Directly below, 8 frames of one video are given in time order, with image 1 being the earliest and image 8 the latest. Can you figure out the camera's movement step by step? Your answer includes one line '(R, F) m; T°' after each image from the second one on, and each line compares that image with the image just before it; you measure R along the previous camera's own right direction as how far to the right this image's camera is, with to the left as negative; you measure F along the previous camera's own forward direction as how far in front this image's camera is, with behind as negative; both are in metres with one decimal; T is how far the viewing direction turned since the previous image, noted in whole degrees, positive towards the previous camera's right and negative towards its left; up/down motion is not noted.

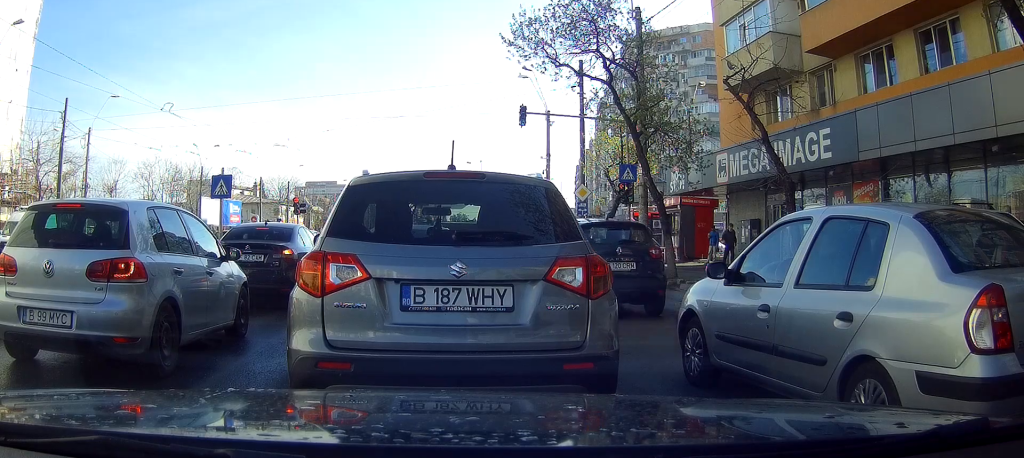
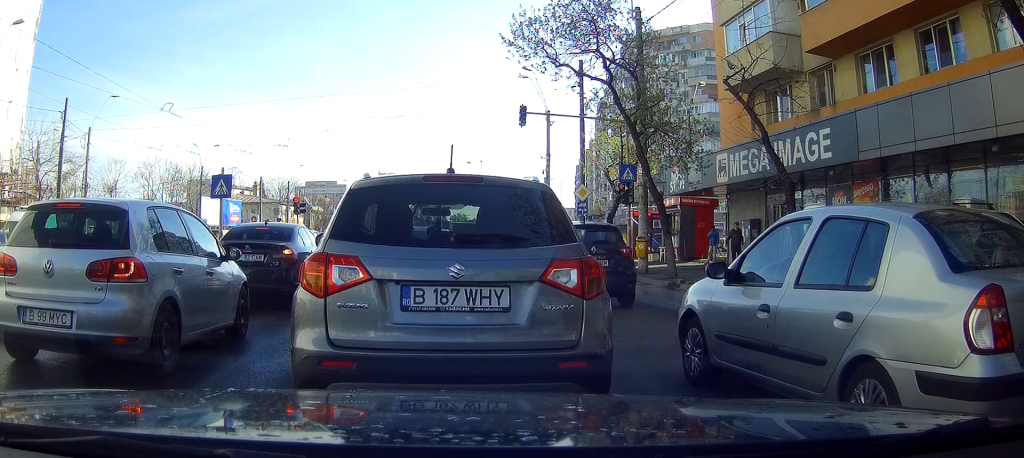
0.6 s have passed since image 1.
(0.0, 0.0) m; 0°
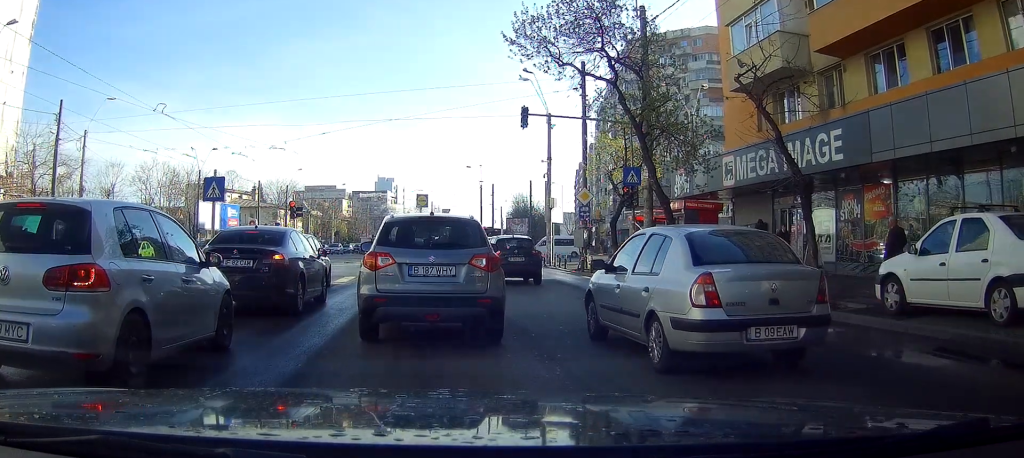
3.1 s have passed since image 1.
(+0.2, +0.3) m; 0°
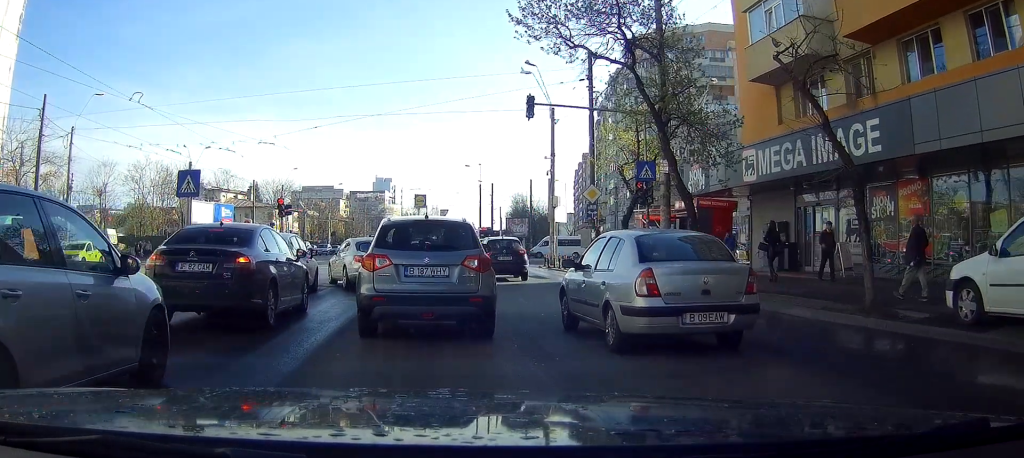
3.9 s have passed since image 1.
(+0.3, +1.3) m; +4°
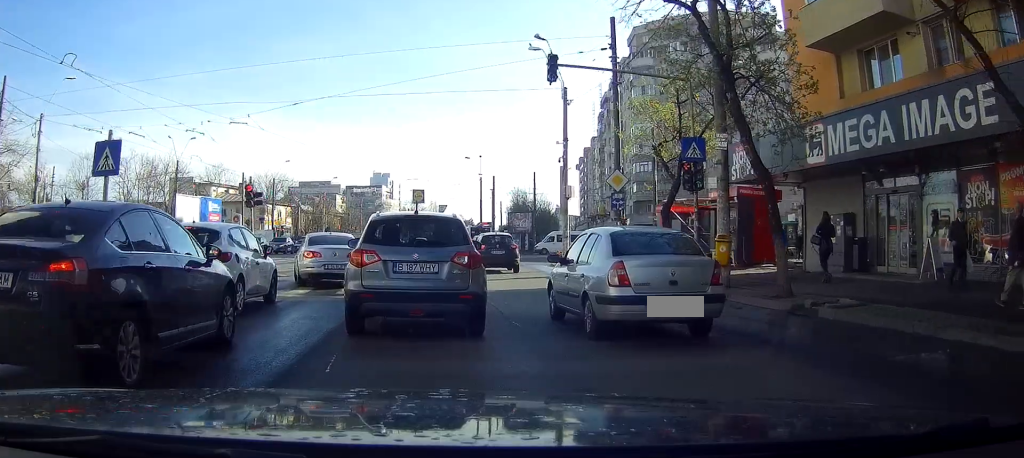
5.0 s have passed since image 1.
(+0.1, +2.4) m; 0°
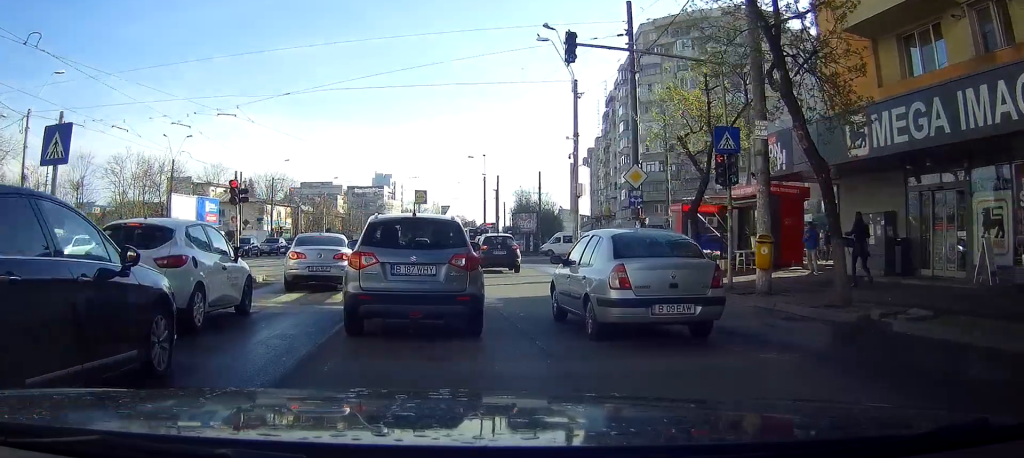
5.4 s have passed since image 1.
(0.0, +1.1) m; -2°
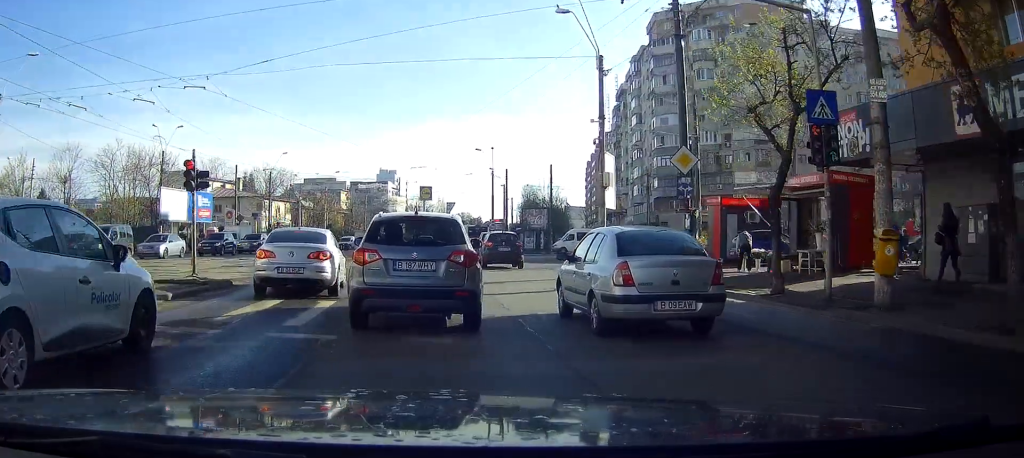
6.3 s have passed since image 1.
(0.0, +2.9) m; -2°
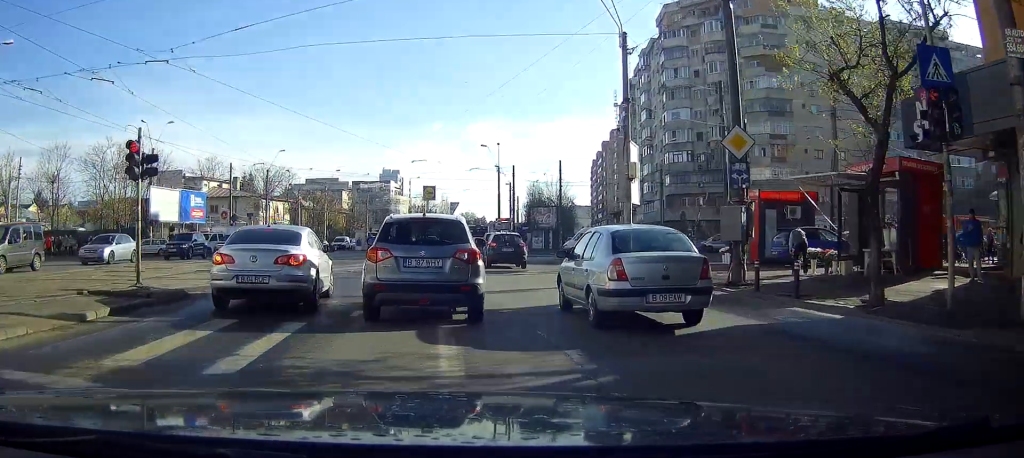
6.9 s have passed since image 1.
(-0.1, +3.0) m; -1°
